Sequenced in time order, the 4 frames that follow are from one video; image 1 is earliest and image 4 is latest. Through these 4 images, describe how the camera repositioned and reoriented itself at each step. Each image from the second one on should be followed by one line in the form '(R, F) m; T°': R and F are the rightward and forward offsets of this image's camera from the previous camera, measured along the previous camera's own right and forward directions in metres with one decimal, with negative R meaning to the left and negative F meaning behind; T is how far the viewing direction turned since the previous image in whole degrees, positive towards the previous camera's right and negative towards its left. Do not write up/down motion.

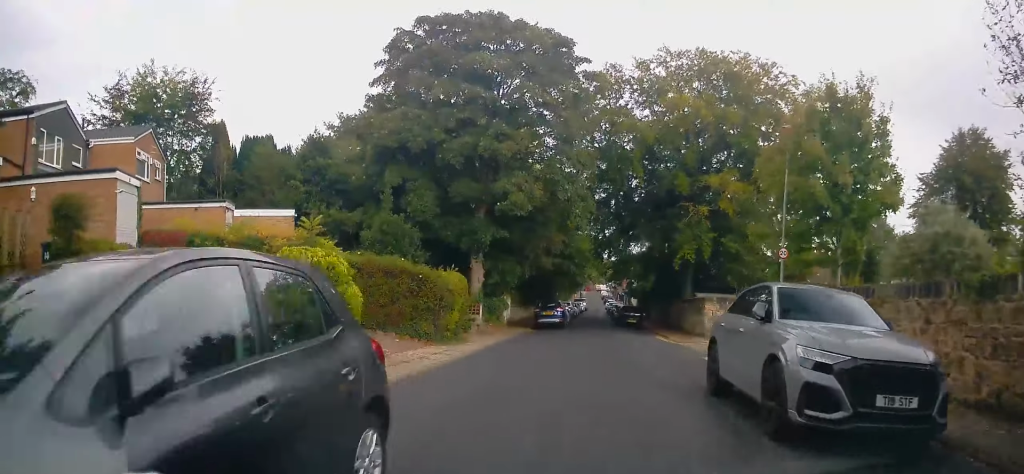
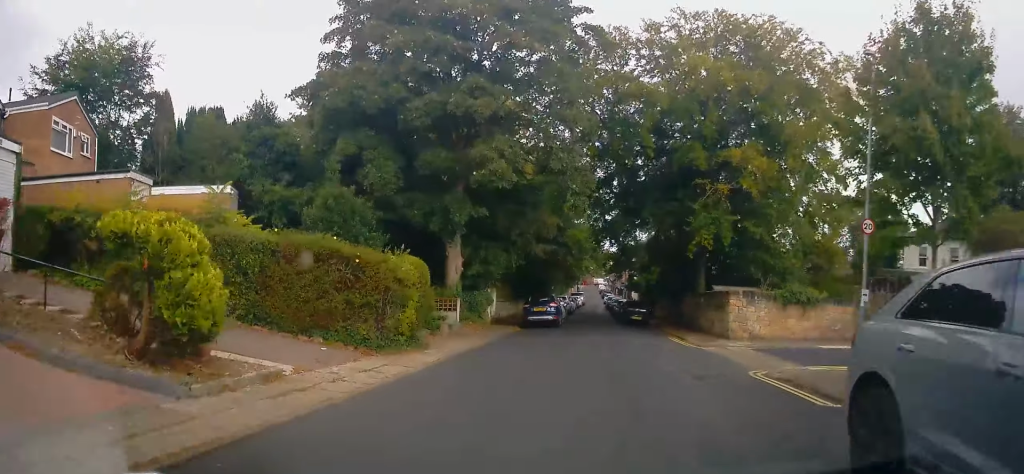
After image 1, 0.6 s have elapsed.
(0.0, +5.1) m; +1°
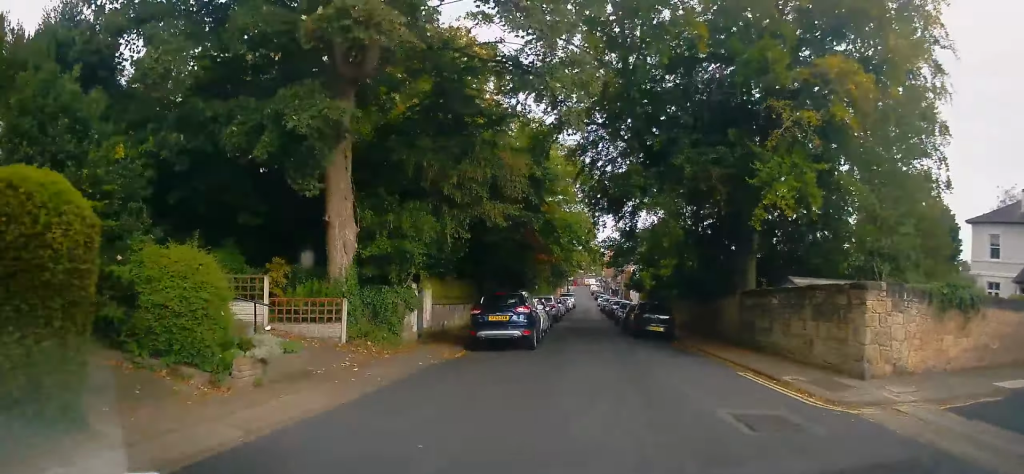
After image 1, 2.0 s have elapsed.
(0.0, +11.9) m; 0°
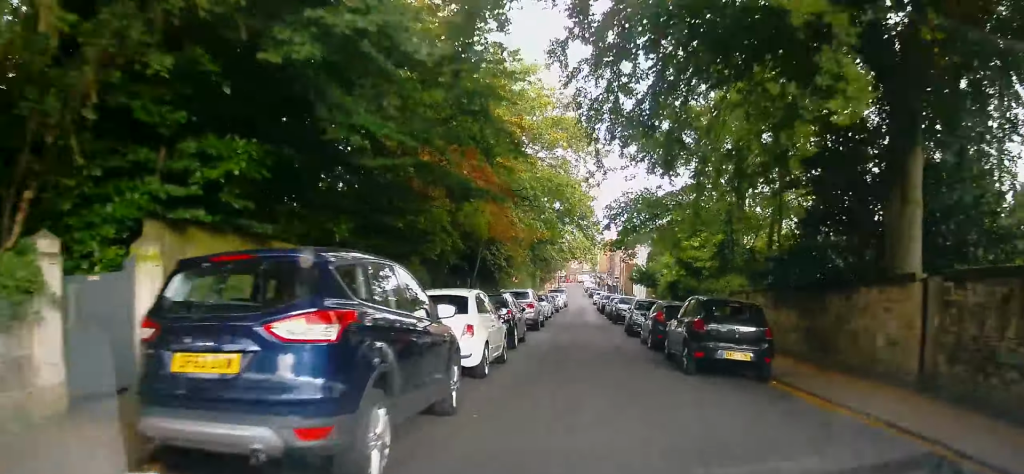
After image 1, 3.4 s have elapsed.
(-0.2, +12.5) m; 0°
